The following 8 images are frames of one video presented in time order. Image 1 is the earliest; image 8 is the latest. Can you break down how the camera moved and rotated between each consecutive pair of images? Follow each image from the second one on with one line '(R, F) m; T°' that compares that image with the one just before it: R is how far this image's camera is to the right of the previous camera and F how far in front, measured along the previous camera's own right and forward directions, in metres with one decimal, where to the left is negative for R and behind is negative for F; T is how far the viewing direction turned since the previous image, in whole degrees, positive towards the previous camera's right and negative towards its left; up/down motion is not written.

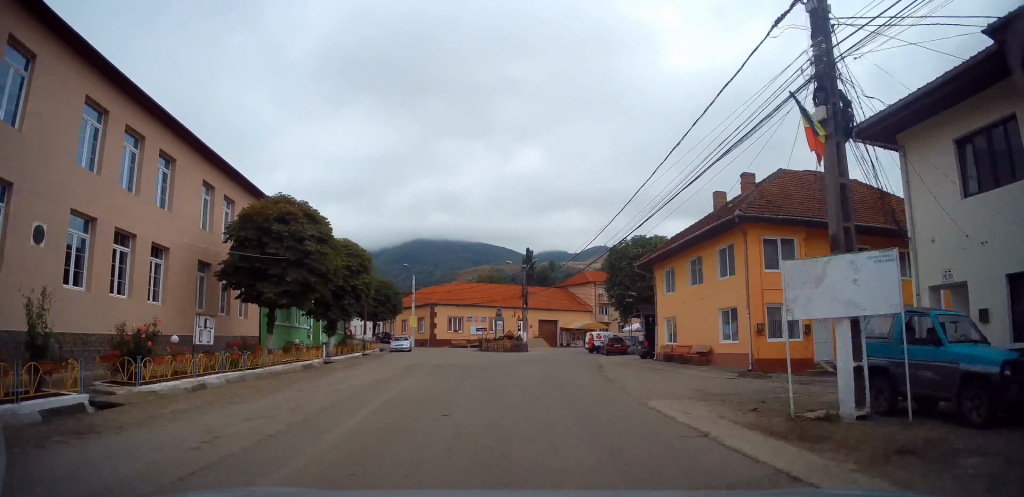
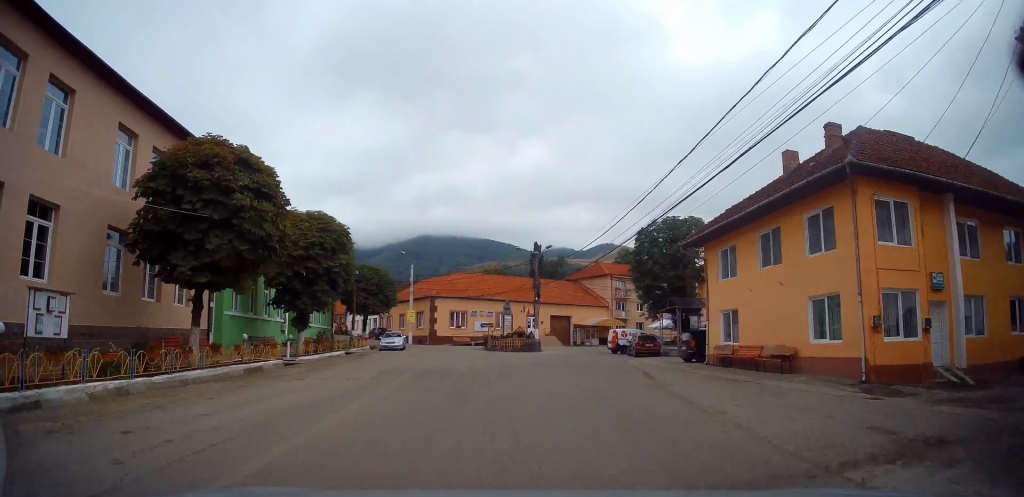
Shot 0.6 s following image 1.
(0.0, +6.7) m; 0°
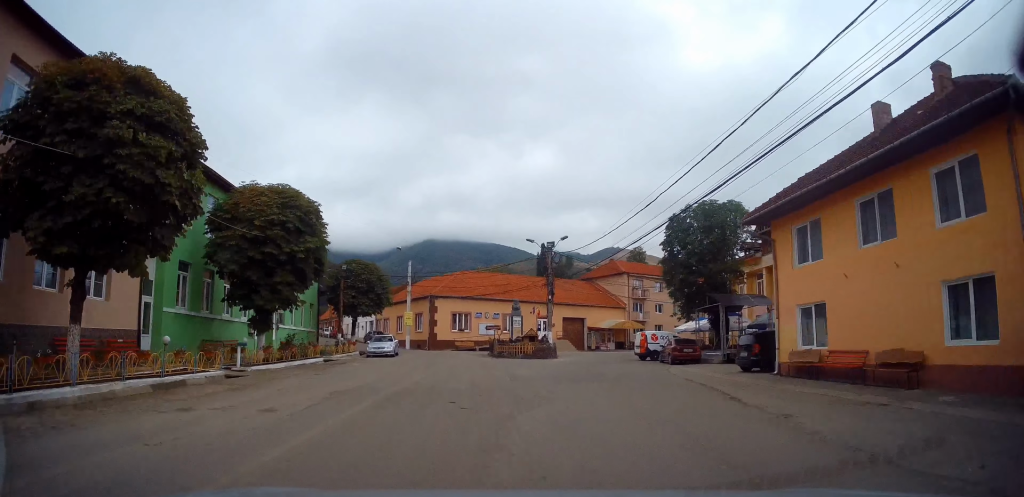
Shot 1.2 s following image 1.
(0.0, +5.8) m; 0°
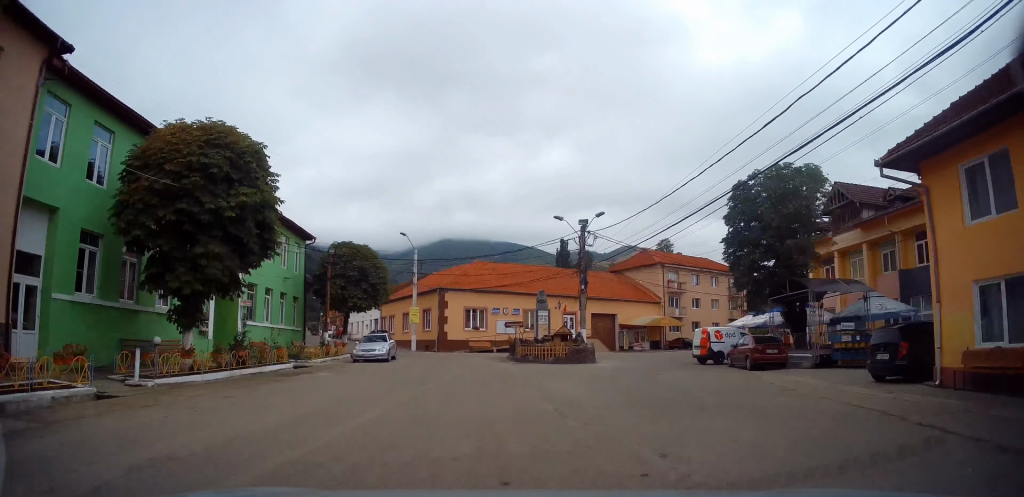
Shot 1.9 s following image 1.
(0.0, +7.2) m; 0°
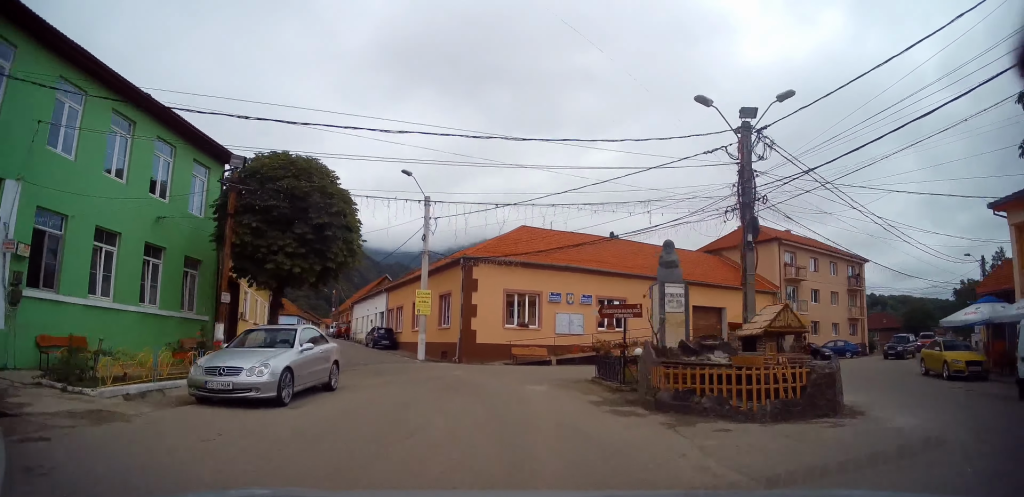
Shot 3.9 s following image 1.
(-0.8, +16.9) m; -7°
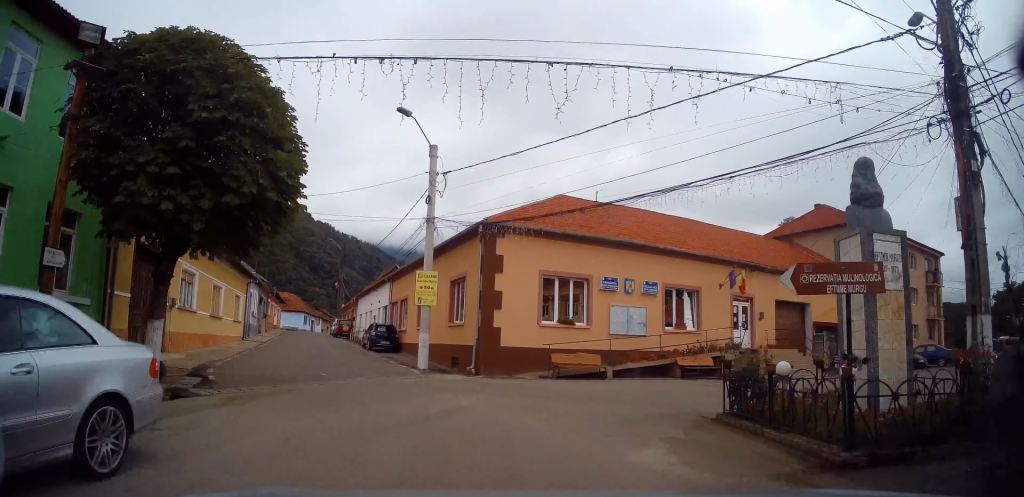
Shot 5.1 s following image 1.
(-0.2, +7.8) m; -4°
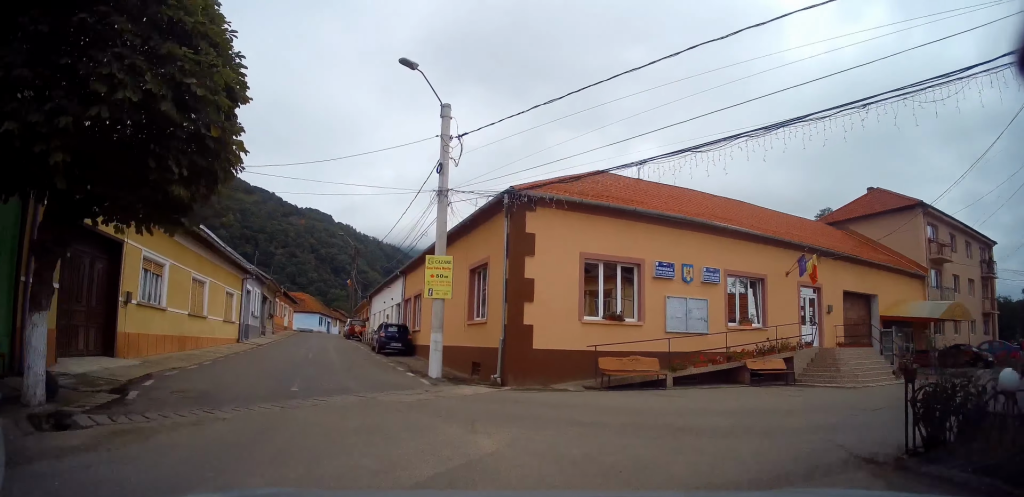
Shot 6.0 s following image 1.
(-0.2, +4.2) m; -5°
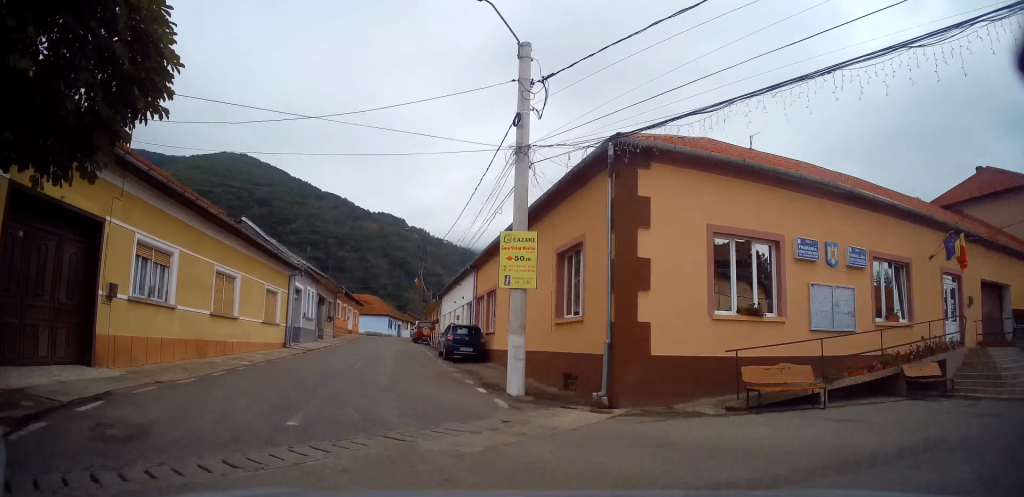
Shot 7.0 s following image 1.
(-0.3, +4.6) m; -4°
